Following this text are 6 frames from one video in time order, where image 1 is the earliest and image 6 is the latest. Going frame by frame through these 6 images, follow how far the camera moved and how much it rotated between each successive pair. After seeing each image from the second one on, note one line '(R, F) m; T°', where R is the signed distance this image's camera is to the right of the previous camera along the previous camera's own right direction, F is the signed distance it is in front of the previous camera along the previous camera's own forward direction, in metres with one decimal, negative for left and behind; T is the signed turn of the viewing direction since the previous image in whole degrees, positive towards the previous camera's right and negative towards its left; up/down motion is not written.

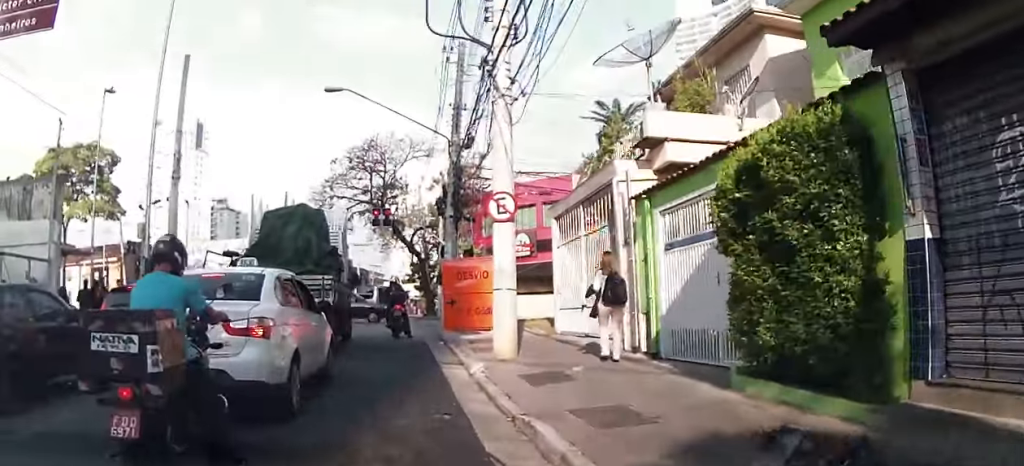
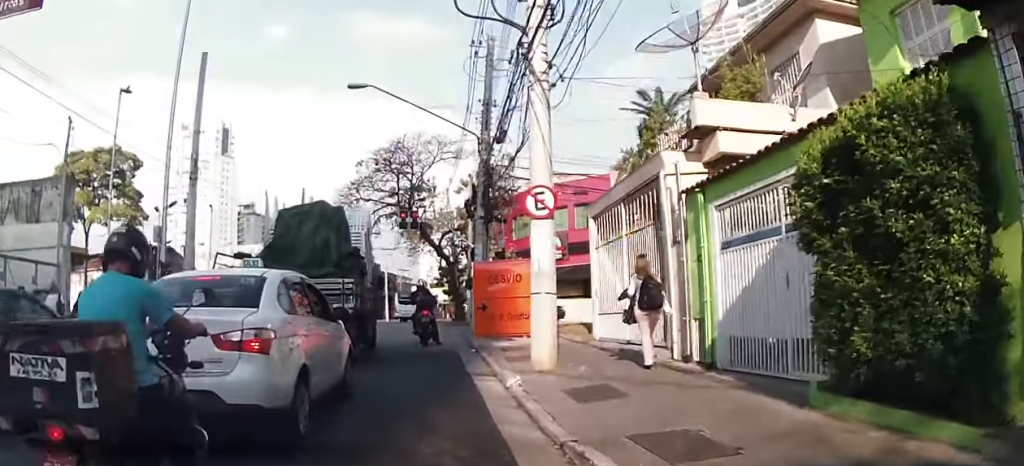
(0.0, +1.6) m; 0°
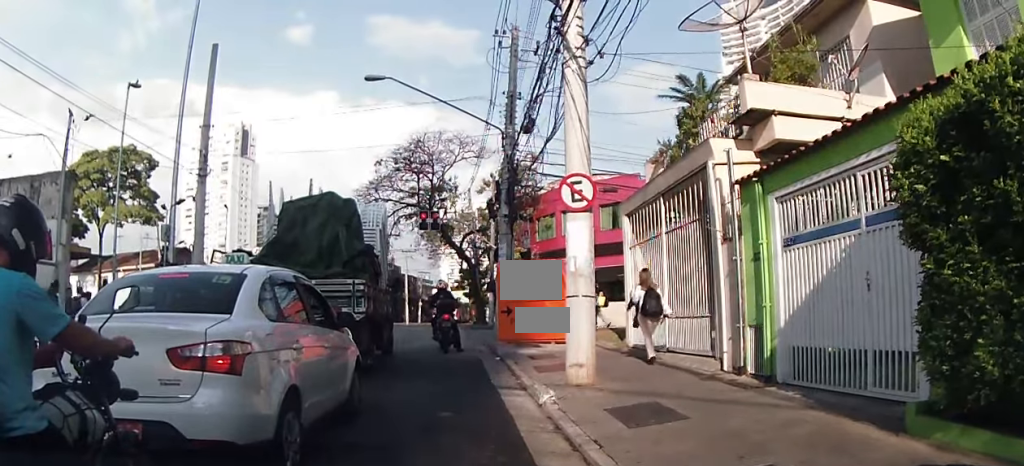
(+0.1, +2.5) m; 0°
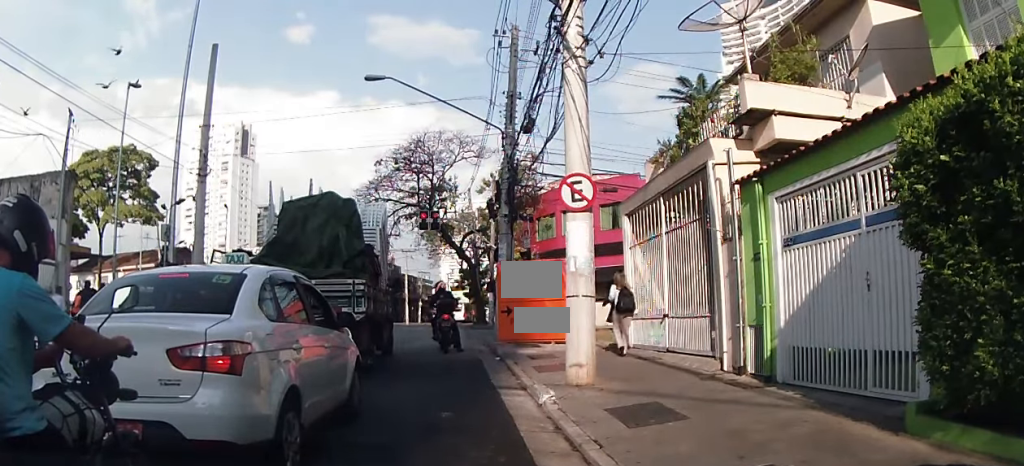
(0.0, 0.0) m; 0°
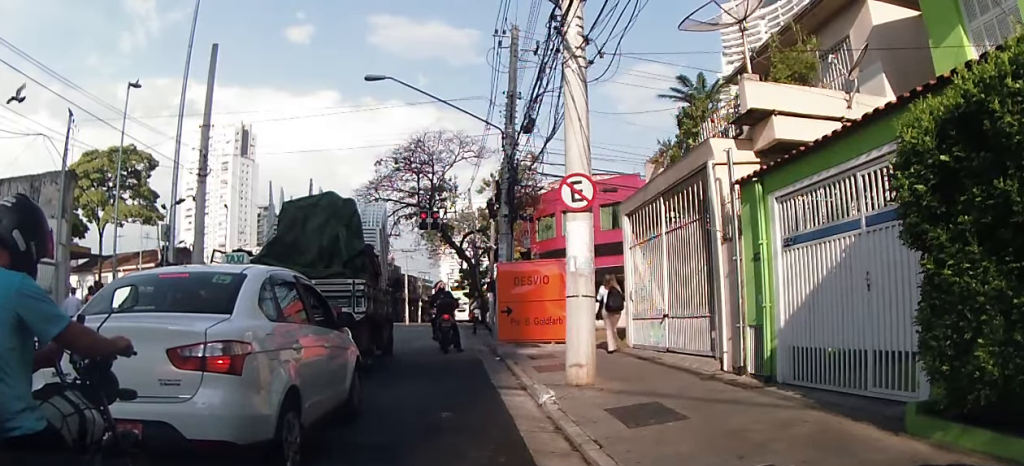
(0.0, 0.0) m; 0°
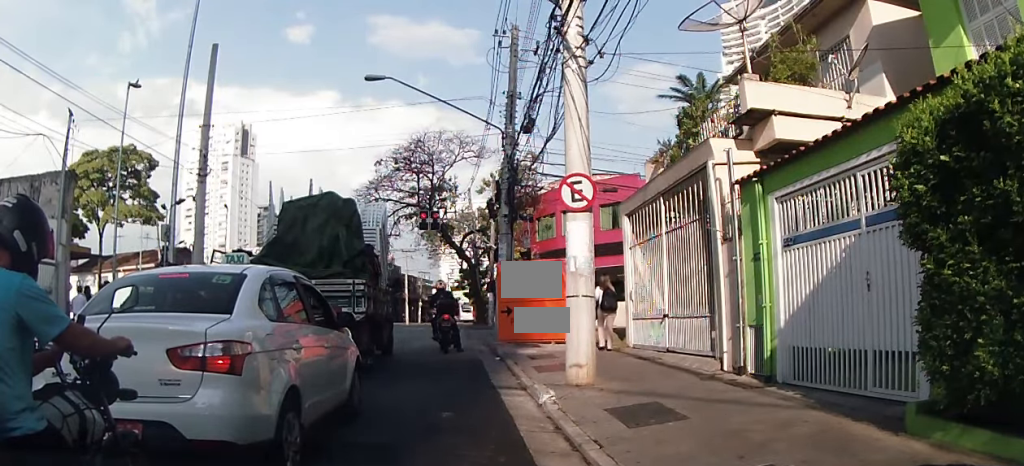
(0.0, 0.0) m; 0°
